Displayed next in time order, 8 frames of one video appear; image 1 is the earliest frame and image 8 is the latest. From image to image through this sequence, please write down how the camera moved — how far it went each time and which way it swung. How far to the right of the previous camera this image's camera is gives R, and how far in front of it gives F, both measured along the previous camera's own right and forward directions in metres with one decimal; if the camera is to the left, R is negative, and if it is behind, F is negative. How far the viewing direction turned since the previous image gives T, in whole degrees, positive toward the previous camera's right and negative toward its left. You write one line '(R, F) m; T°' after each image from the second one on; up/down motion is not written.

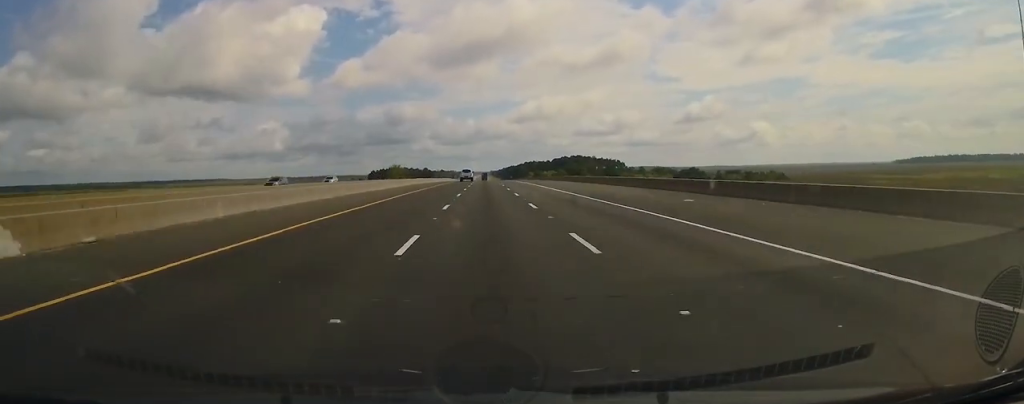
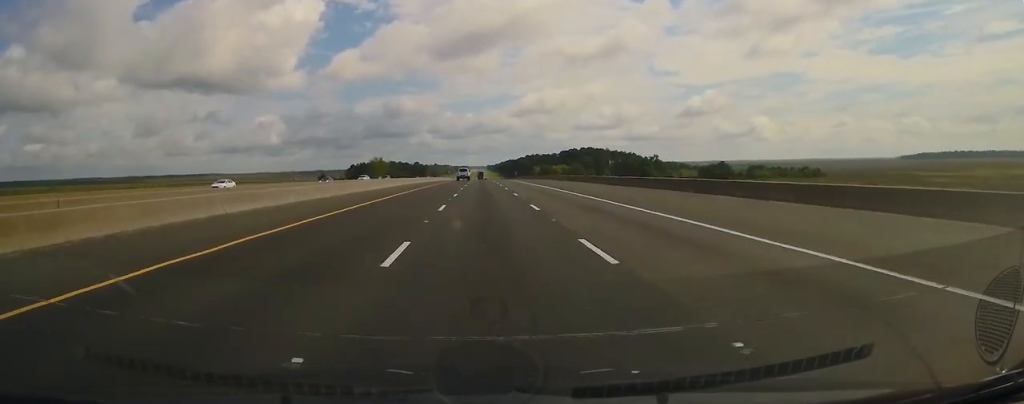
(+0.3, +74.5) m; 0°
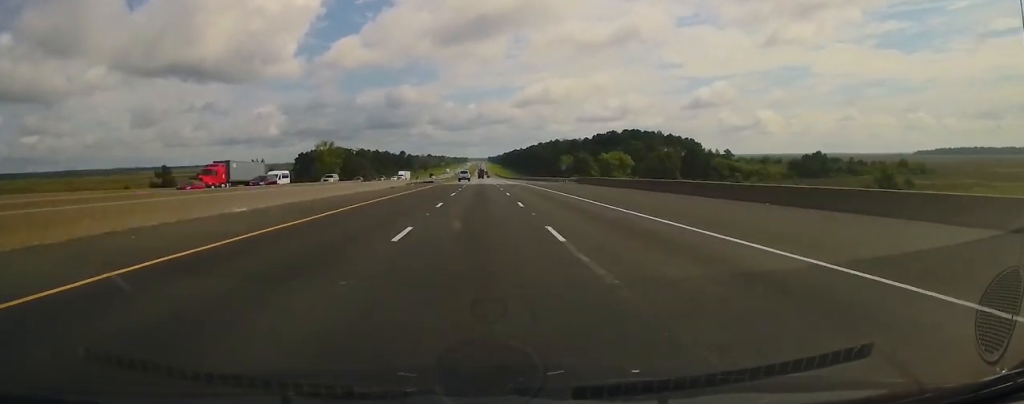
(-0.1, +143.9) m; 0°
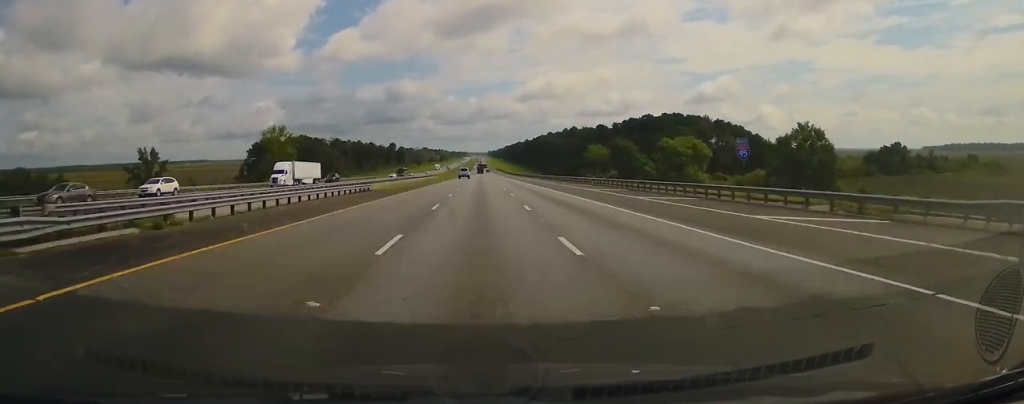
(+0.1, +74.3) m; 0°
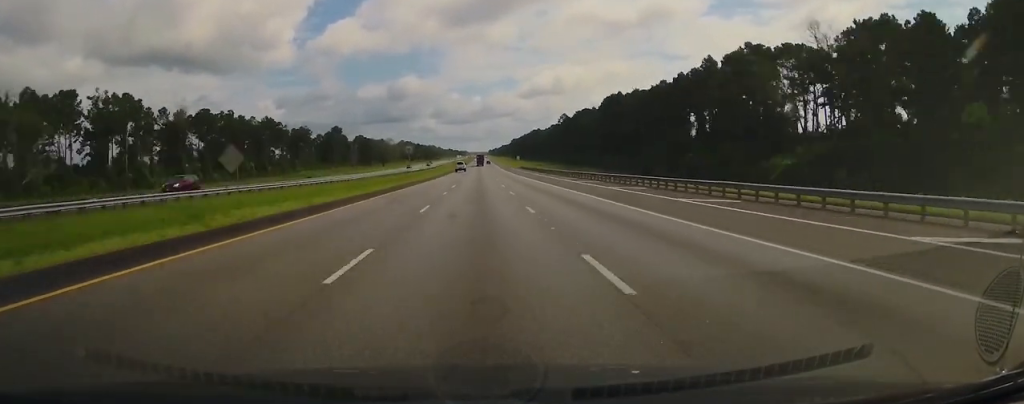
(-0.6, +218.0) m; 0°
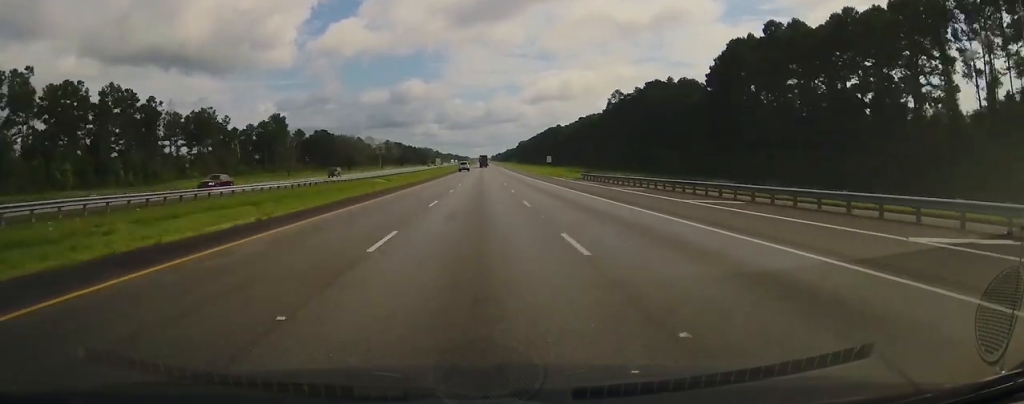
(+0.3, +104.7) m; 0°
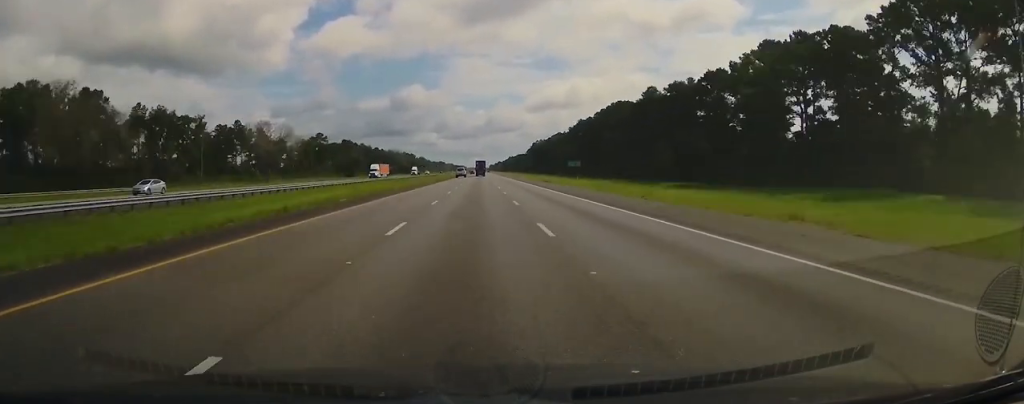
(+0.2, +201.2) m; 0°
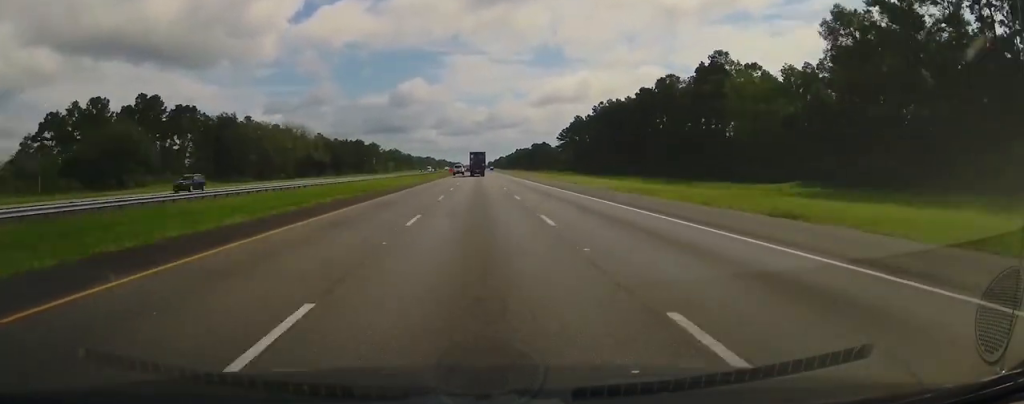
(-0.2, +220.0) m; 0°
